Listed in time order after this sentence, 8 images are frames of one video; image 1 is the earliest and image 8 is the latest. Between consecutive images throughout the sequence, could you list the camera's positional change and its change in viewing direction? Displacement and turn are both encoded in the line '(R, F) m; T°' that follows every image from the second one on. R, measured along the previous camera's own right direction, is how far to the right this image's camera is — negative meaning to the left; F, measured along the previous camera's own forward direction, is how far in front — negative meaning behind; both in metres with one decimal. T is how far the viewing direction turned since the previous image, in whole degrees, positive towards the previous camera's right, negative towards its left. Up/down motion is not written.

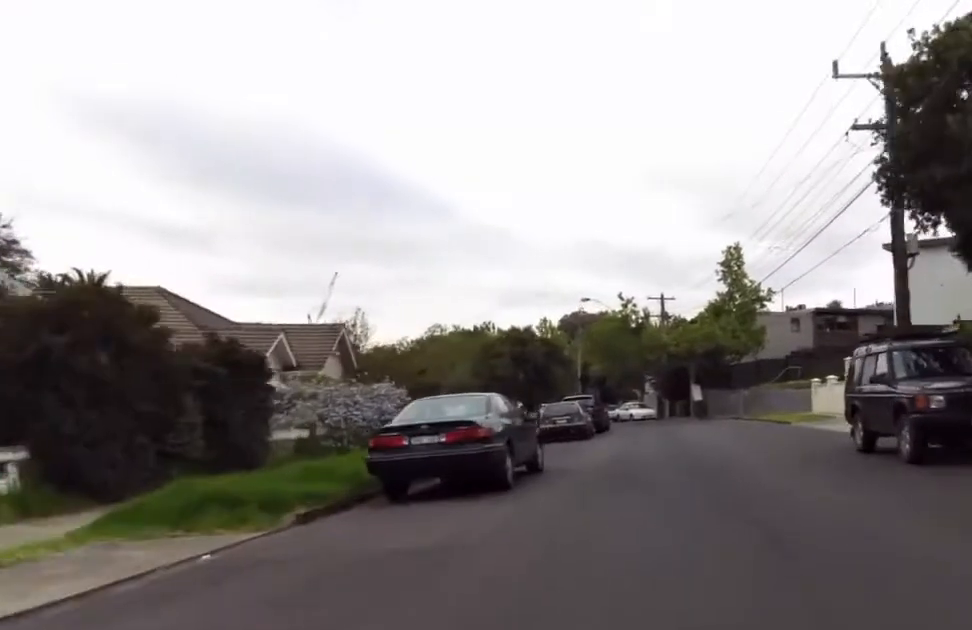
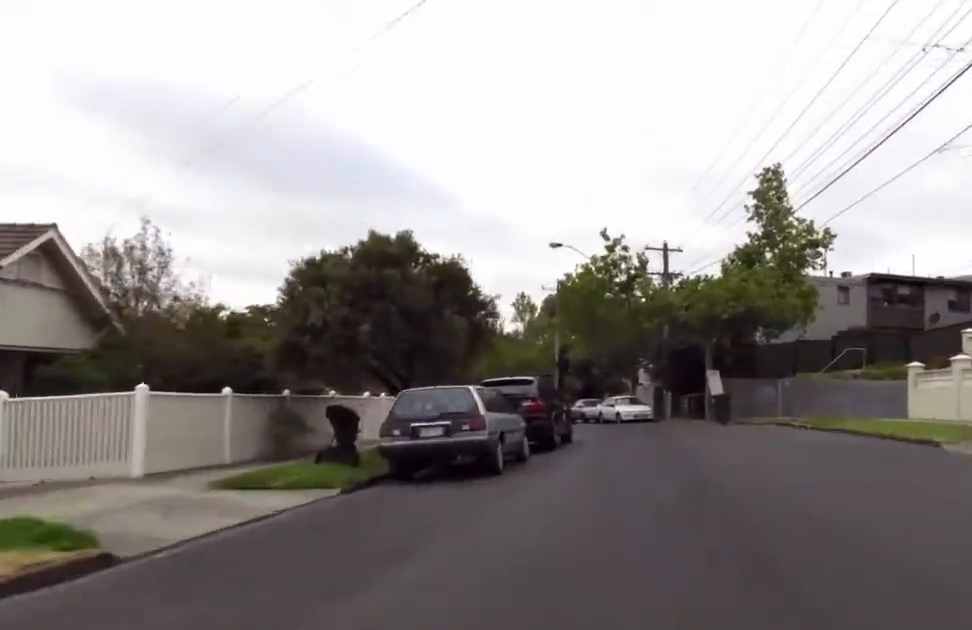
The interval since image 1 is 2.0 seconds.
(+1.8, +15.2) m; +5°
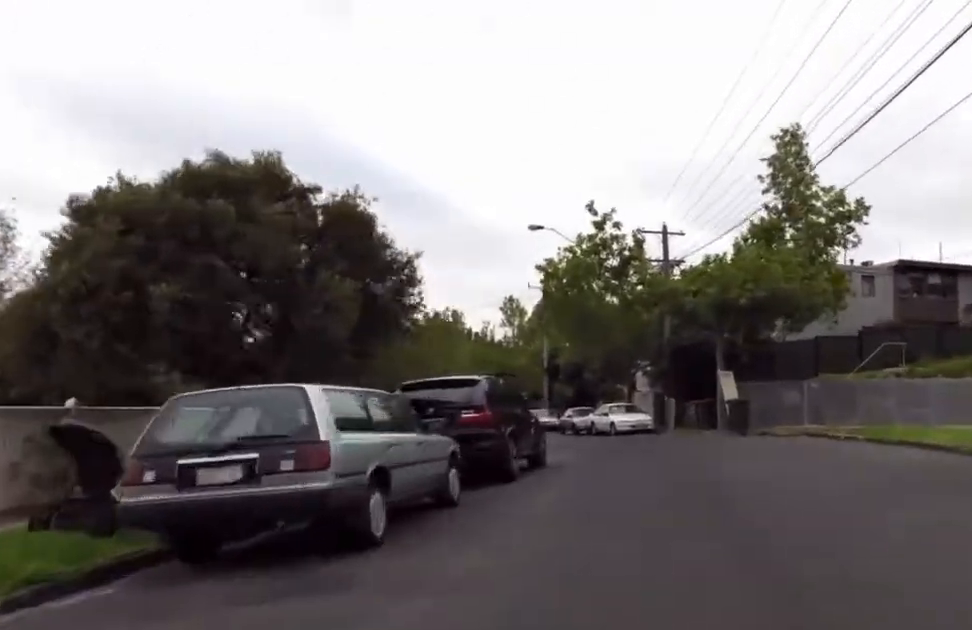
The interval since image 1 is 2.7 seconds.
(-0.2, +5.7) m; -1°
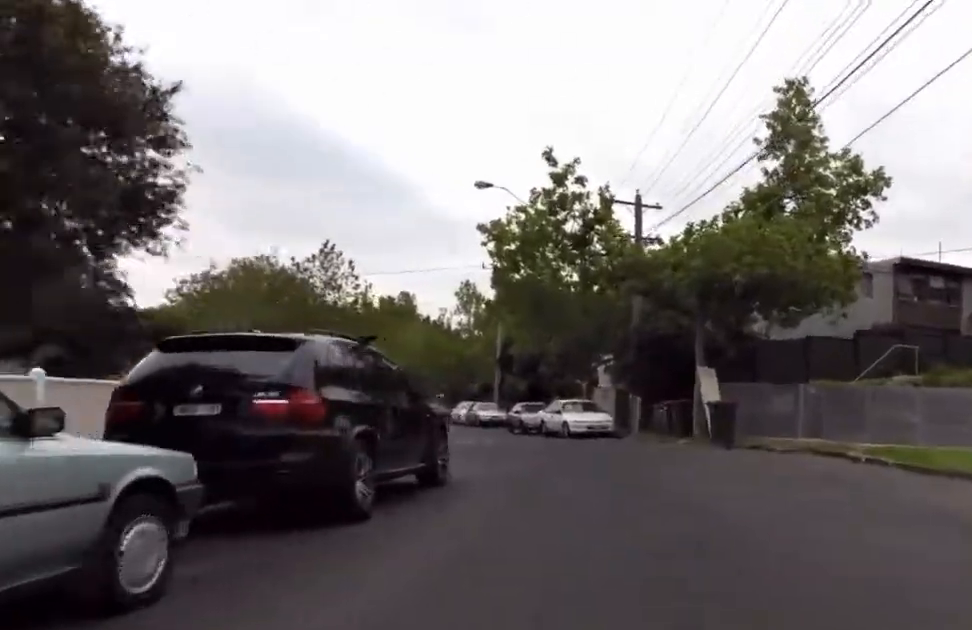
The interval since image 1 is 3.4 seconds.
(-0.1, +5.2) m; -3°
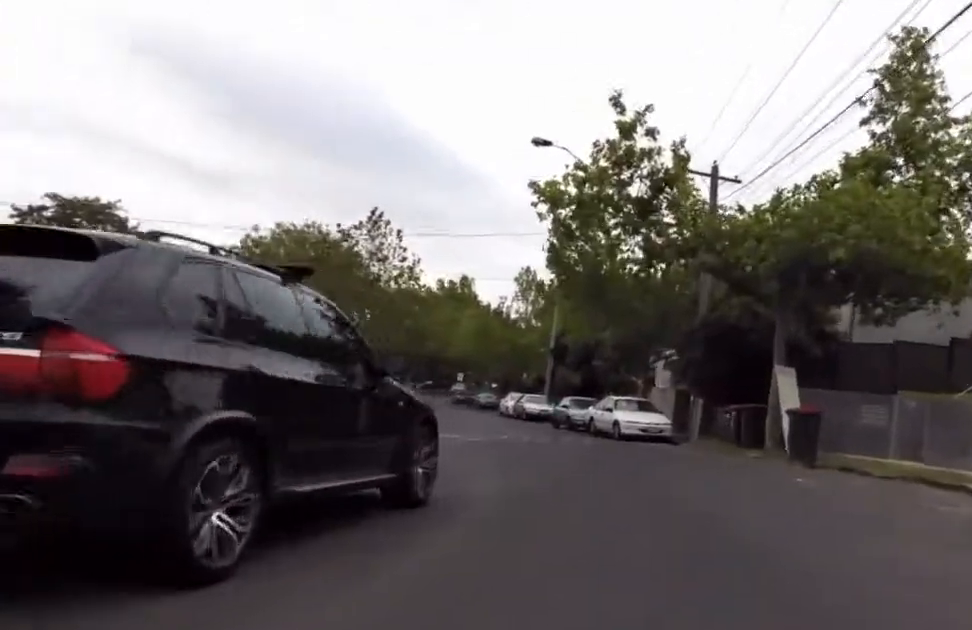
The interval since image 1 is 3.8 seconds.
(+0.2, +3.2) m; -5°
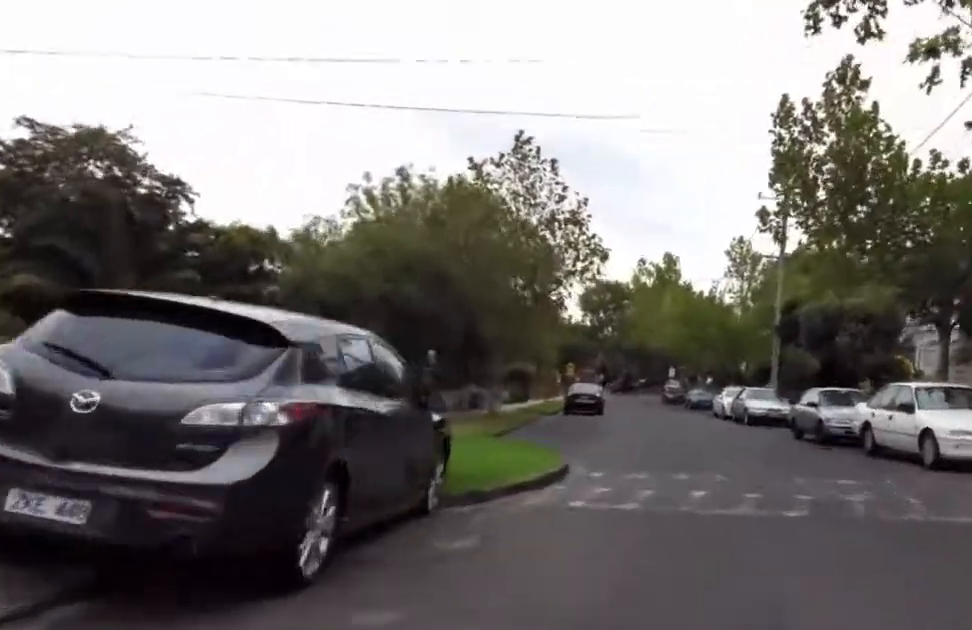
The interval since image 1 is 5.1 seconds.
(-1.9, +11.1) m; -11°
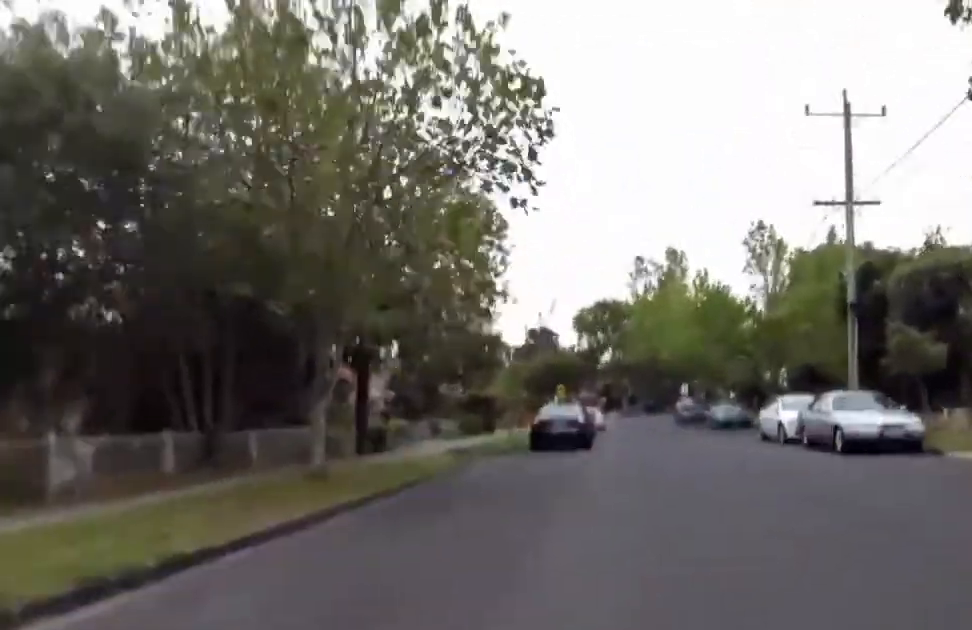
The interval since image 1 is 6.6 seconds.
(+0.4, +12.8) m; 0°
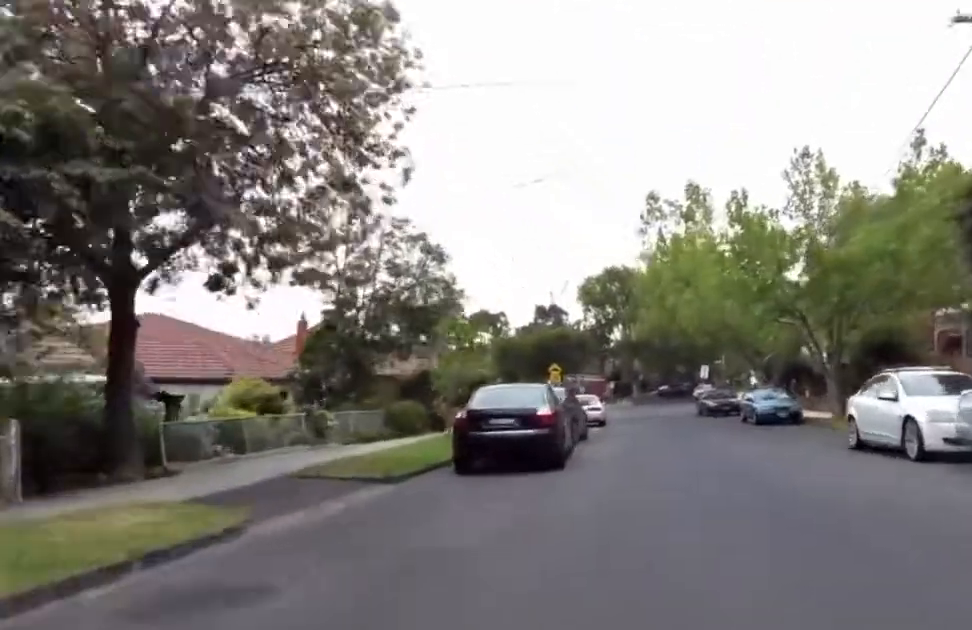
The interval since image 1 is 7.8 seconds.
(+0.1, +10.0) m; 0°
